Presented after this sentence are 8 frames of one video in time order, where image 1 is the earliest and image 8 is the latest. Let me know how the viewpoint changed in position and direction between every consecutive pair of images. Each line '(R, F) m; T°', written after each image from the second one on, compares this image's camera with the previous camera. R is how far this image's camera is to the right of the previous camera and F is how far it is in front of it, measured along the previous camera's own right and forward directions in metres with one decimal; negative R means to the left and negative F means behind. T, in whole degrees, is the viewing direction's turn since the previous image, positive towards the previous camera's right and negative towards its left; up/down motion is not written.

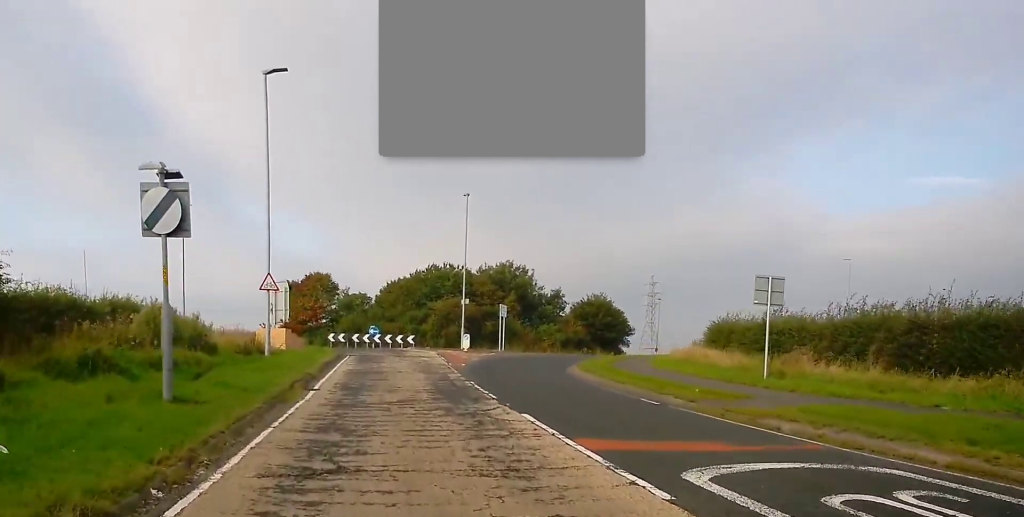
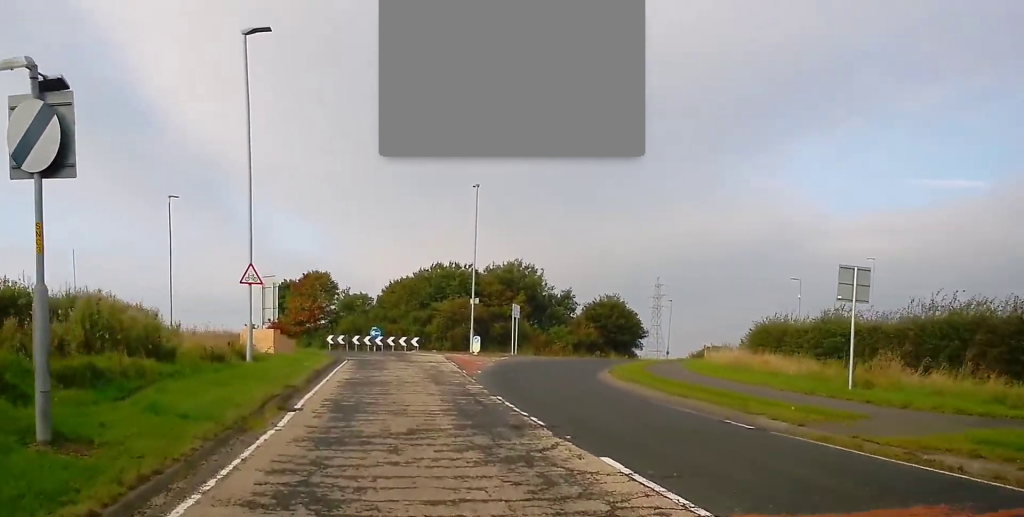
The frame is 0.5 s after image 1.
(+0.2, +4.4) m; +1°
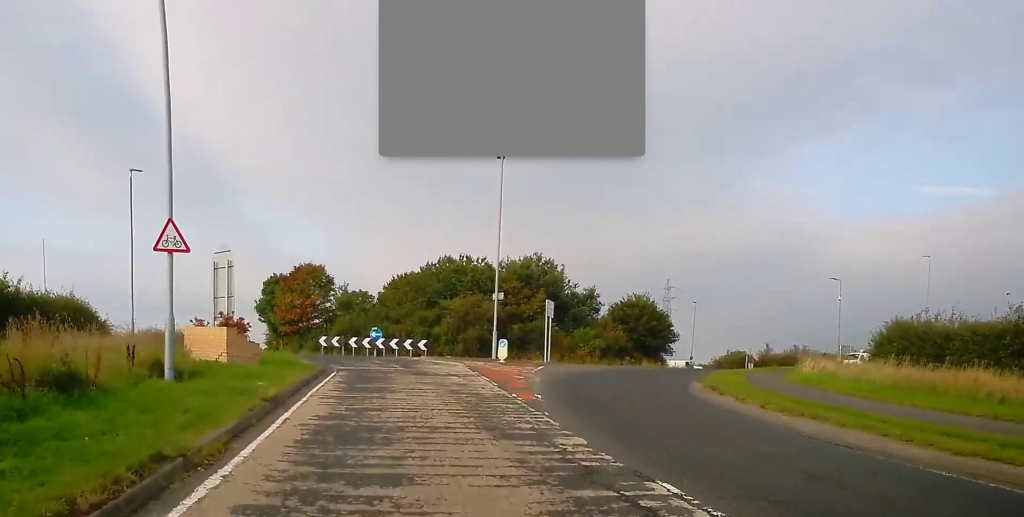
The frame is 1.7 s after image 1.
(-0.3, +8.9) m; -3°
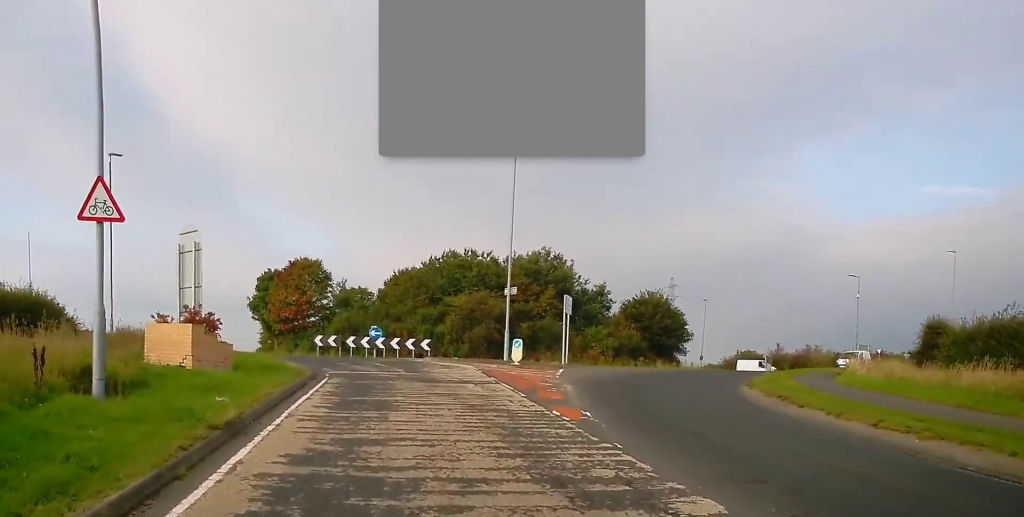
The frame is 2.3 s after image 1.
(0.0, +3.7) m; -2°
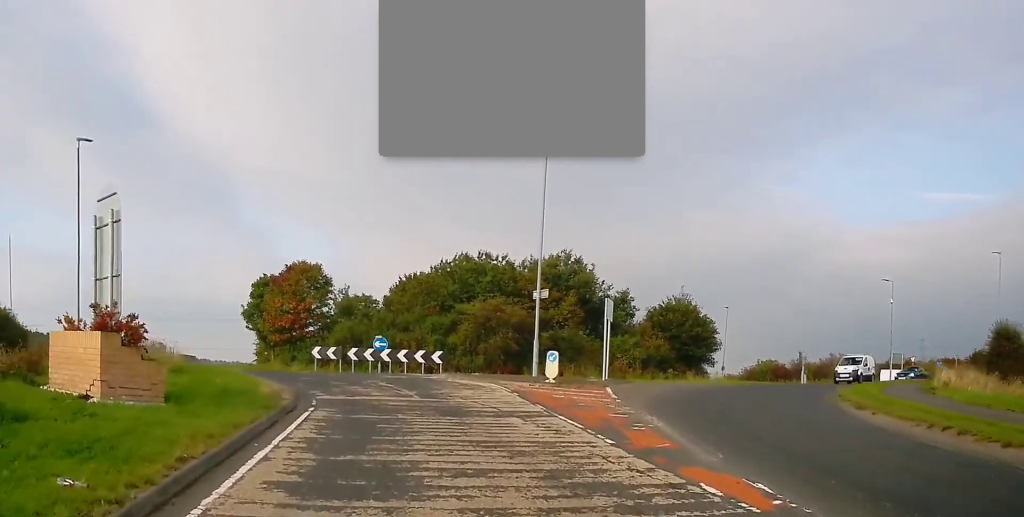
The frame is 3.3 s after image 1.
(-0.2, +5.7) m; +2°
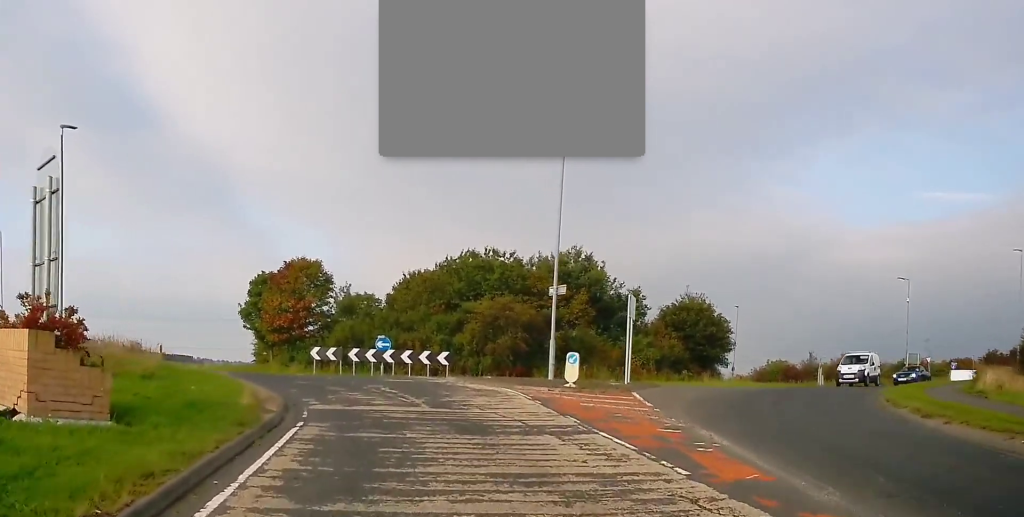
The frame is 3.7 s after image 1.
(0.0, +2.3) m; 0°
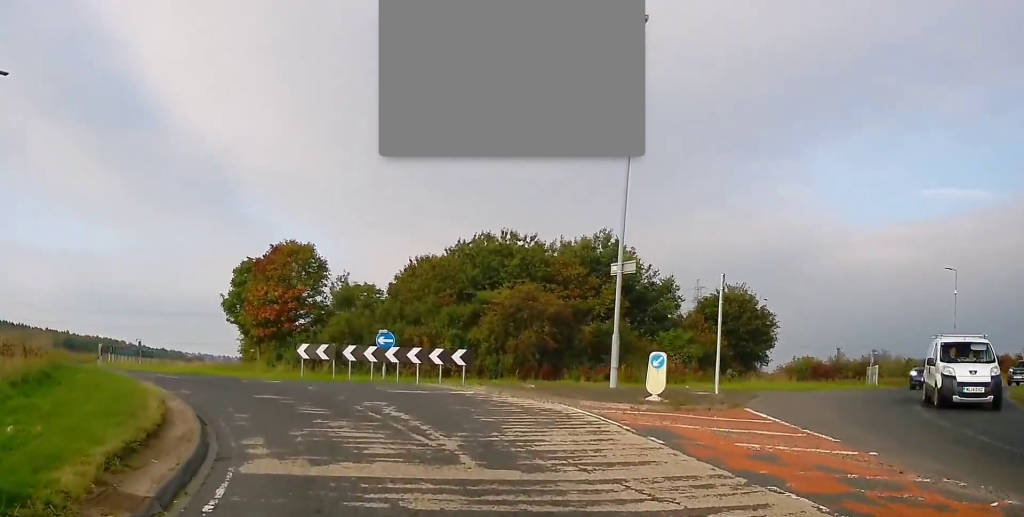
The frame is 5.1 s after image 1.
(0.0, +7.0) m; -2°
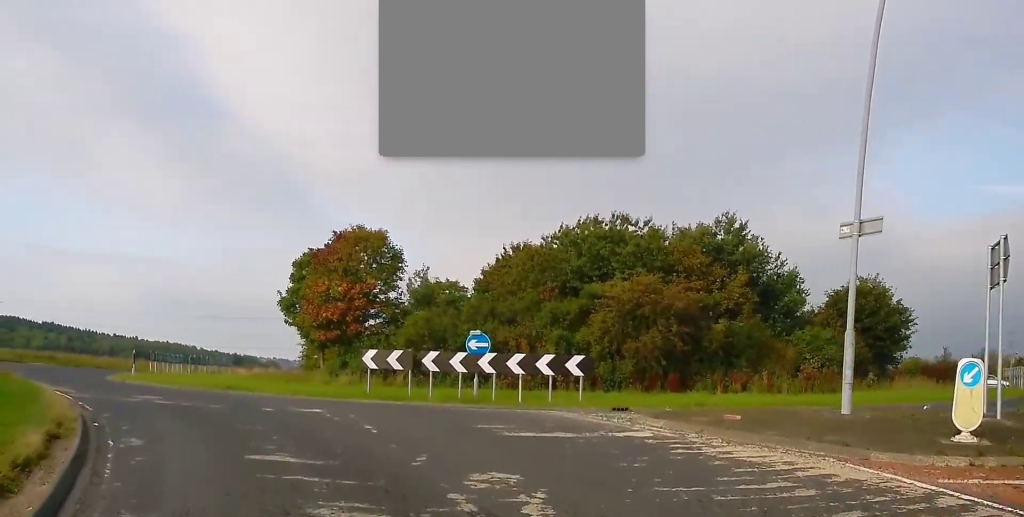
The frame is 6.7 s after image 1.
(+0.1, +7.7) m; -5°
